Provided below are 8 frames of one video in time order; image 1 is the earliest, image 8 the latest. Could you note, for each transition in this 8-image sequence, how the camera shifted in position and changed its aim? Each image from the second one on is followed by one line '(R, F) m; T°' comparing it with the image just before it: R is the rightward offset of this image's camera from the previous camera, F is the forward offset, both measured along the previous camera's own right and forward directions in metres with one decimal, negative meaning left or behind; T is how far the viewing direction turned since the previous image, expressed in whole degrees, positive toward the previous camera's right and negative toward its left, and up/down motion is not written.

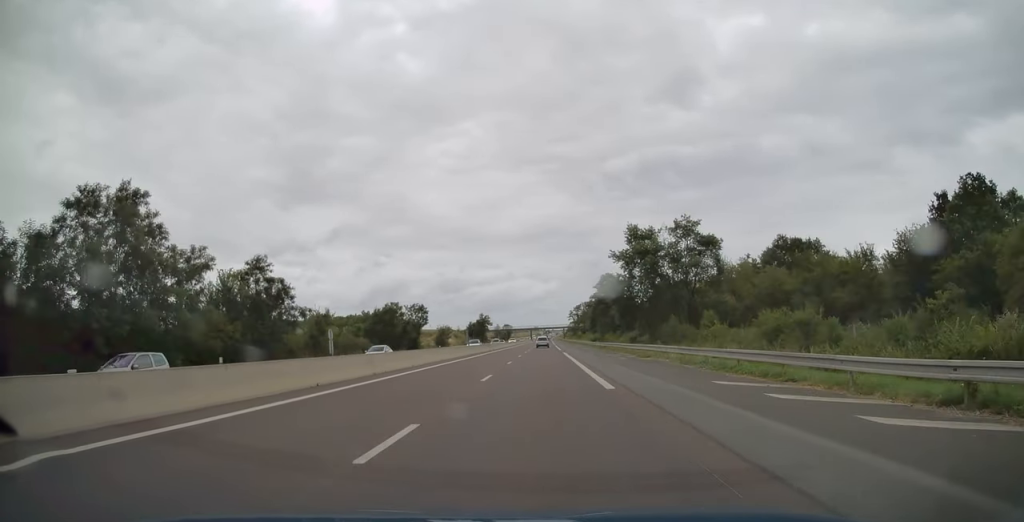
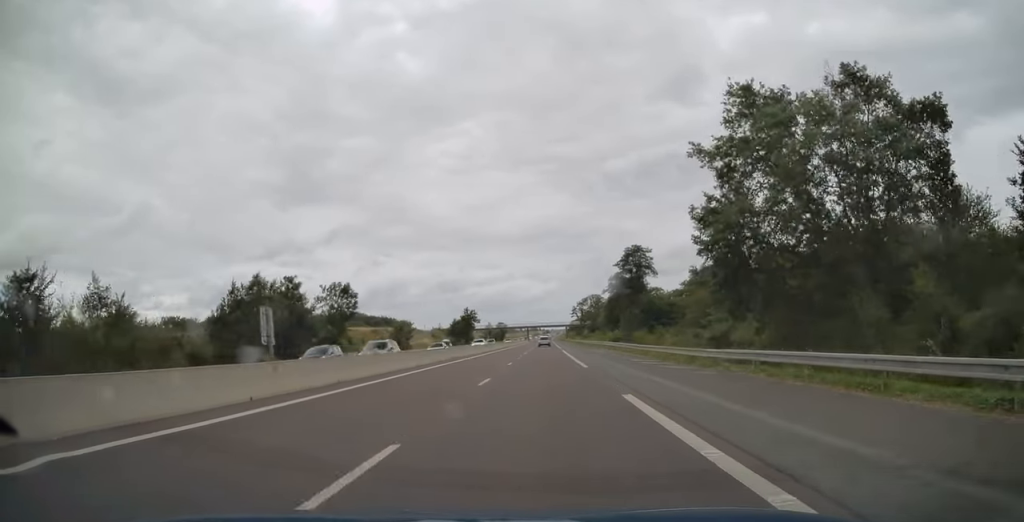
(-0.2, +41.0) m; 0°
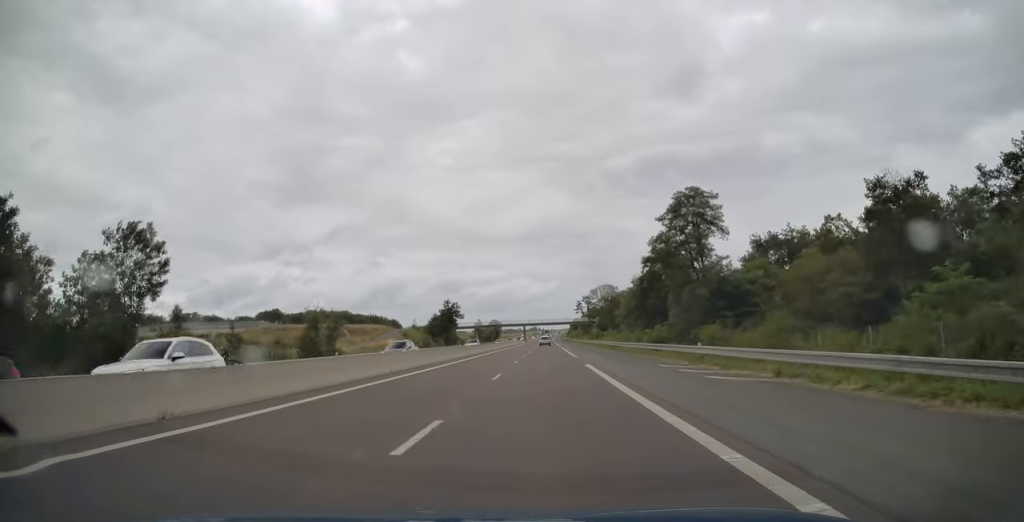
(+0.2, +36.7) m; 0°
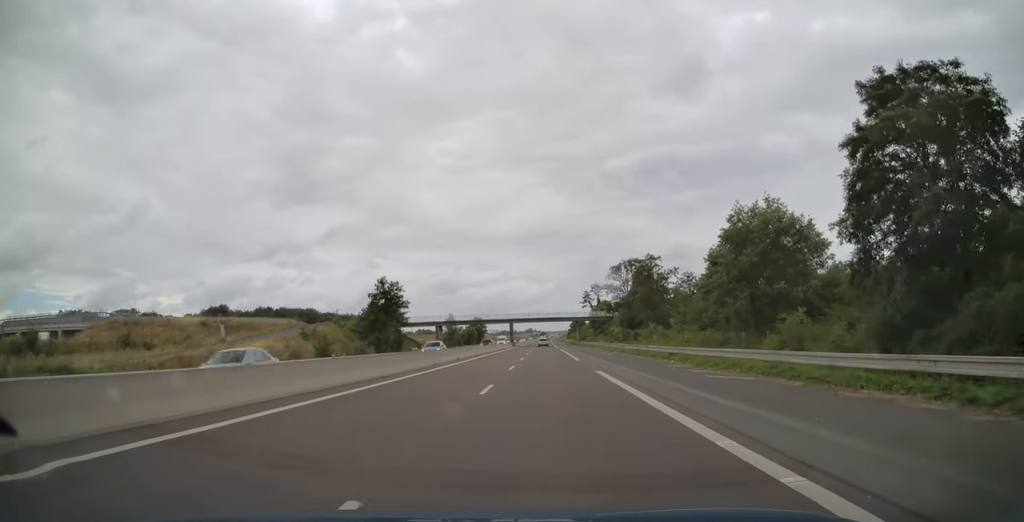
(-0.2, +57.2) m; 0°
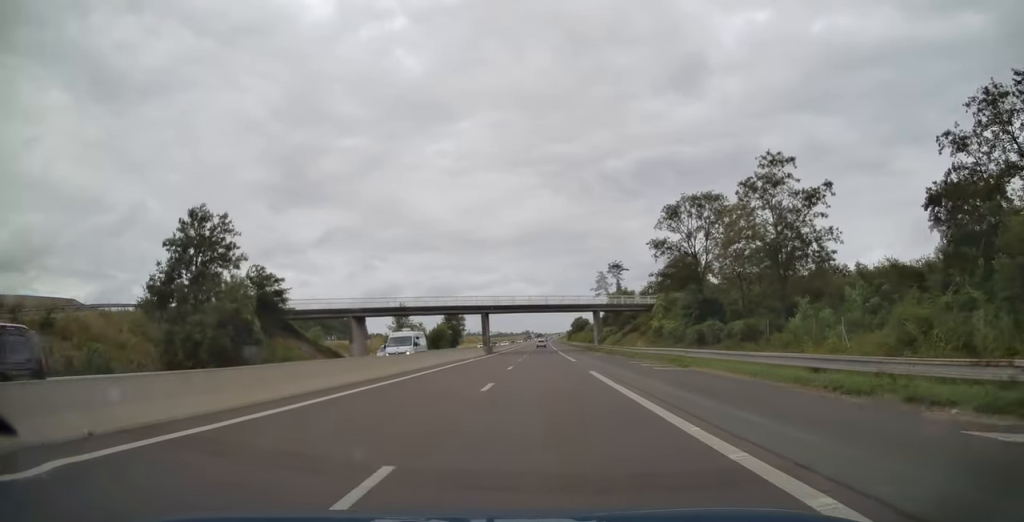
(+0.3, +50.6) m; 0°
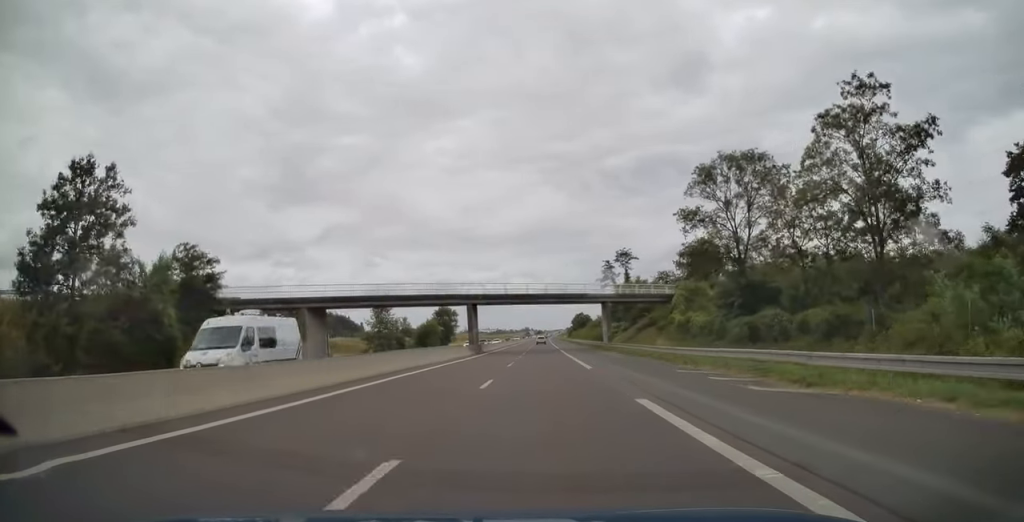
(0.0, +12.9) m; 0°
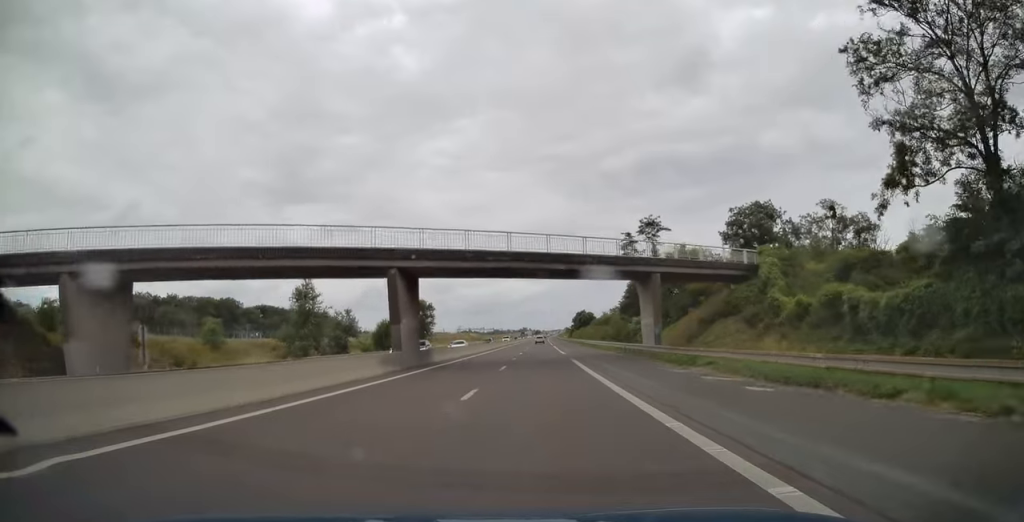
(0.0, +29.1) m; 0°
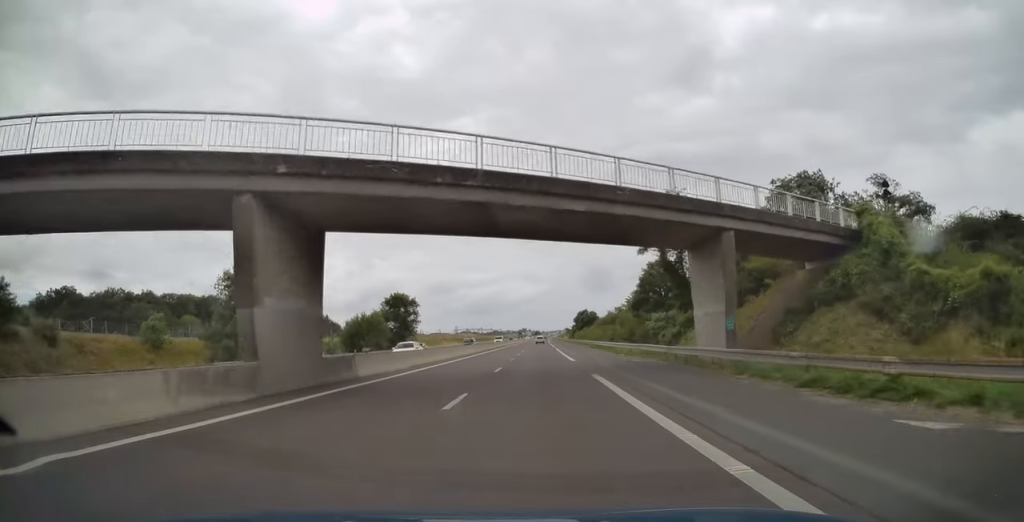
(0.0, +15.0) m; 0°
